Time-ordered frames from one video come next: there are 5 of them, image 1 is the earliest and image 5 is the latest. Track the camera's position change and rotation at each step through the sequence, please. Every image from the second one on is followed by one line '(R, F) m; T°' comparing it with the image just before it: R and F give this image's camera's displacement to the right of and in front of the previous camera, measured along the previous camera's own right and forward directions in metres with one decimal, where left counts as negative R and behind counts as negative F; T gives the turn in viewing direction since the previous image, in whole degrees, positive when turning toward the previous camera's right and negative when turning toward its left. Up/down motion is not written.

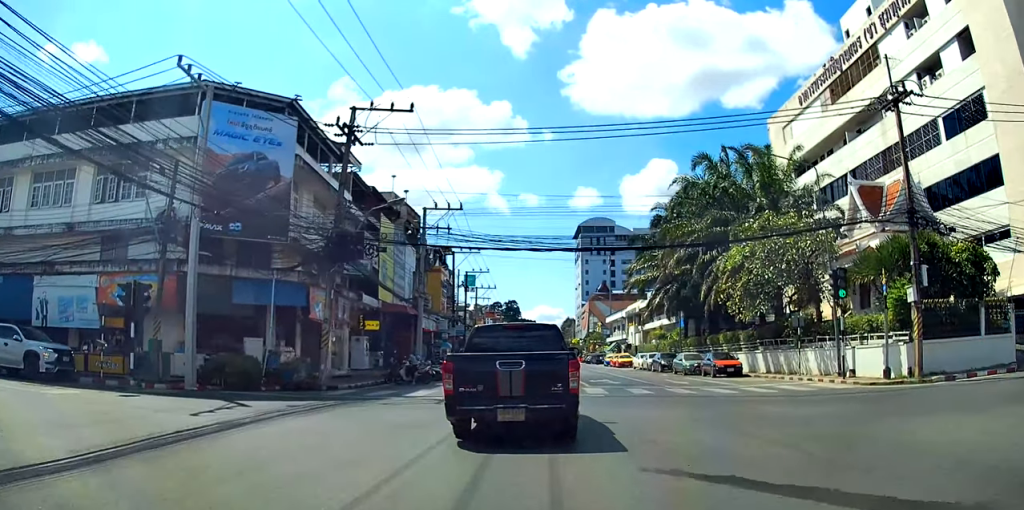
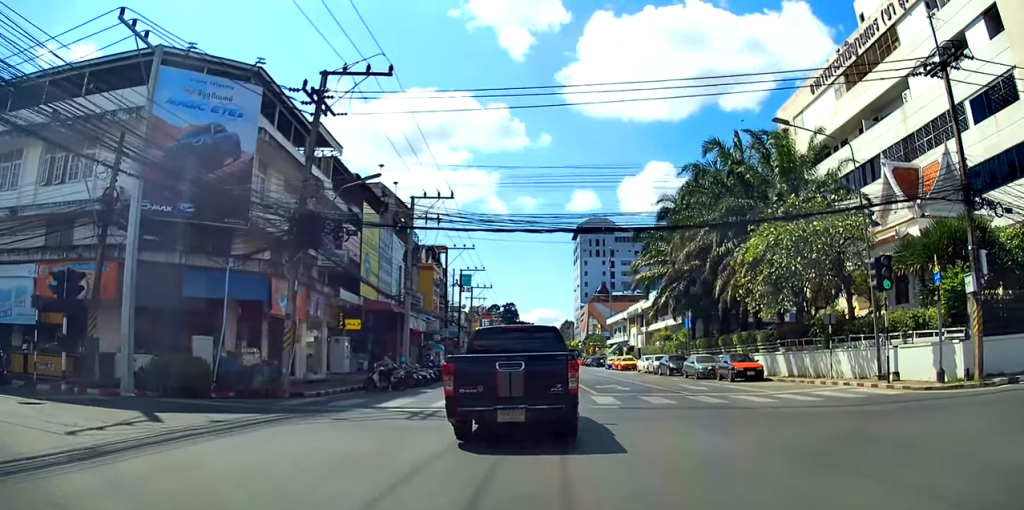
(0.0, +3.1) m; 0°
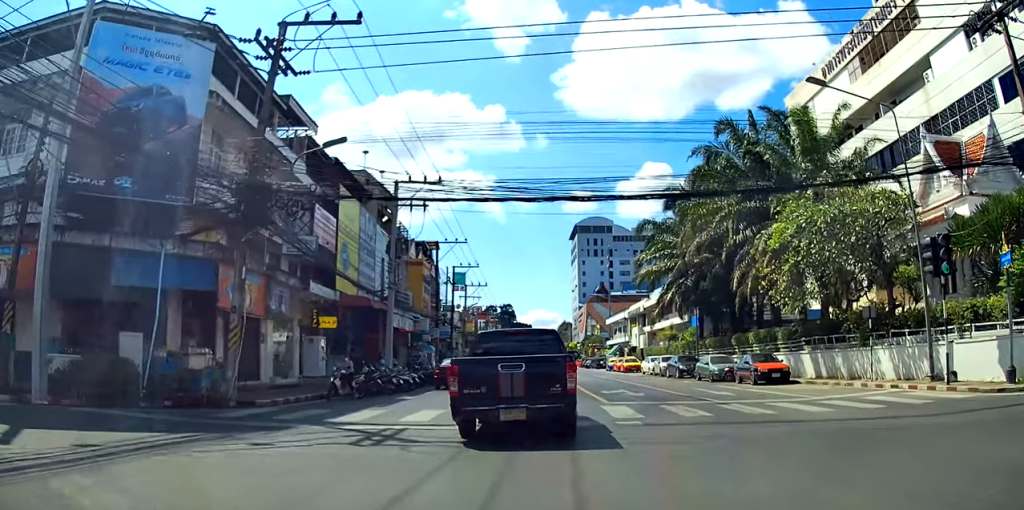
(0.0, +3.4) m; +1°
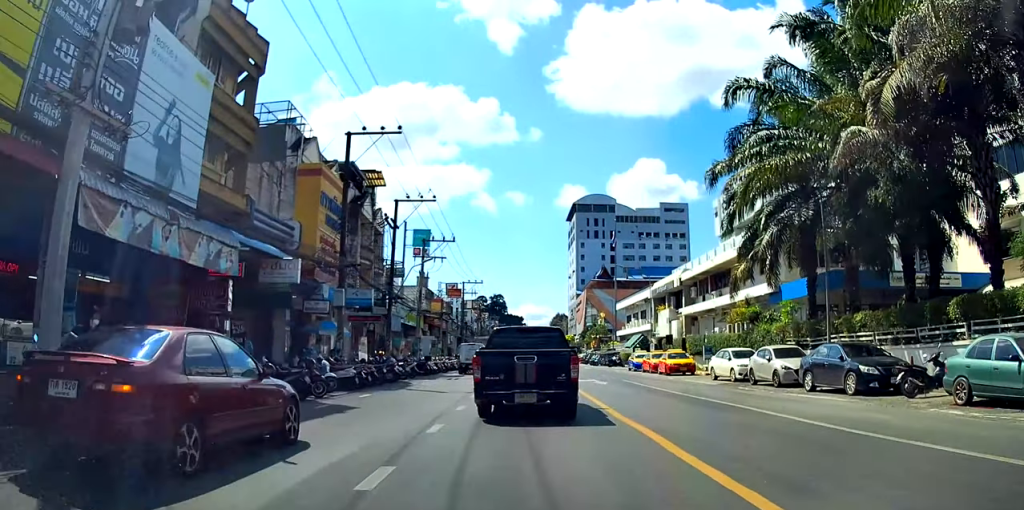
(+1.4, +20.7) m; +4°
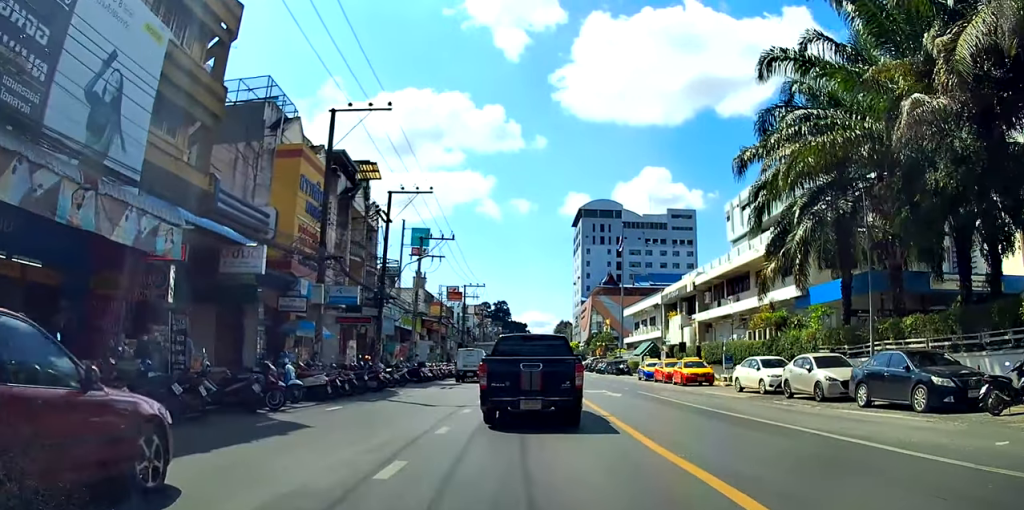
(+0.1, +3.0) m; +2°
